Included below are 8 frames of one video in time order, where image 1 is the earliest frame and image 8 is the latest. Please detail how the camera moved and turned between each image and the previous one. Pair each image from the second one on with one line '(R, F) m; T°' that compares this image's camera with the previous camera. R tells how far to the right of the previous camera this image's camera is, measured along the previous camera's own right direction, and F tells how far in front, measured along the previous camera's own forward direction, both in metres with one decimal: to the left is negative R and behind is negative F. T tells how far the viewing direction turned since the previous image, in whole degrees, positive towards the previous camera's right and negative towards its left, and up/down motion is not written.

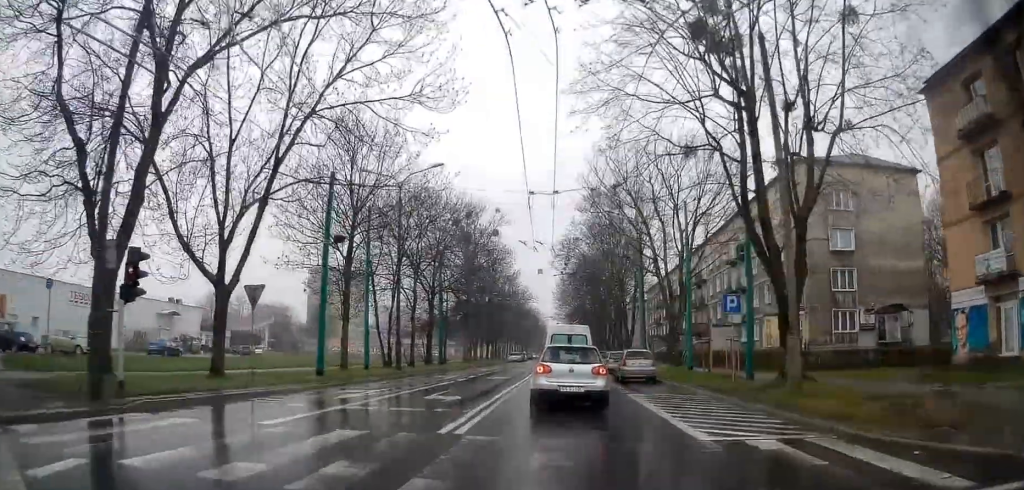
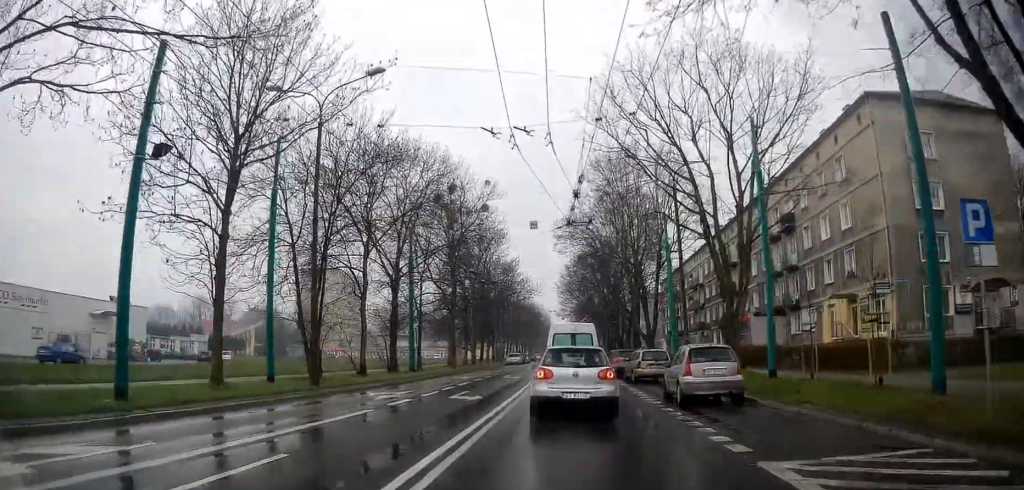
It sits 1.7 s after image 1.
(+0.5, +12.7) m; +3°
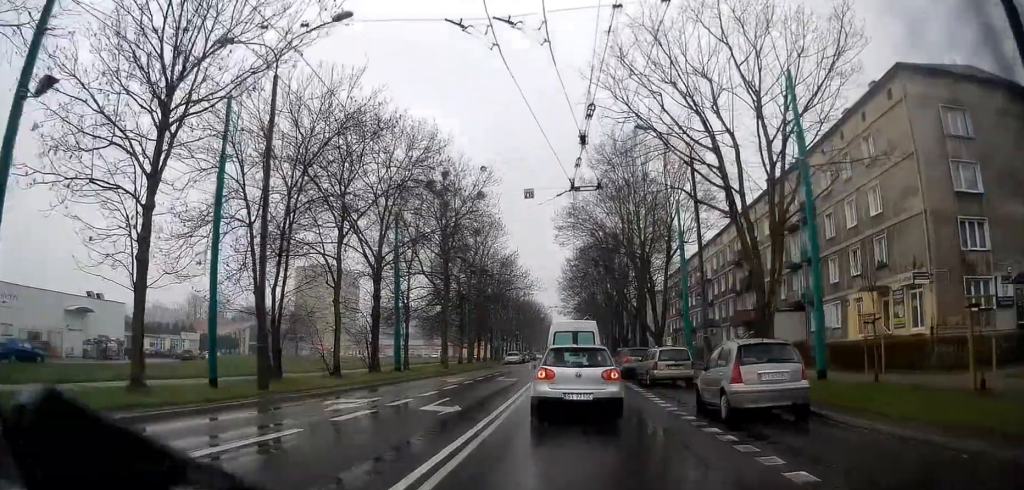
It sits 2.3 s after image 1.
(+0.1, +4.1) m; -2°
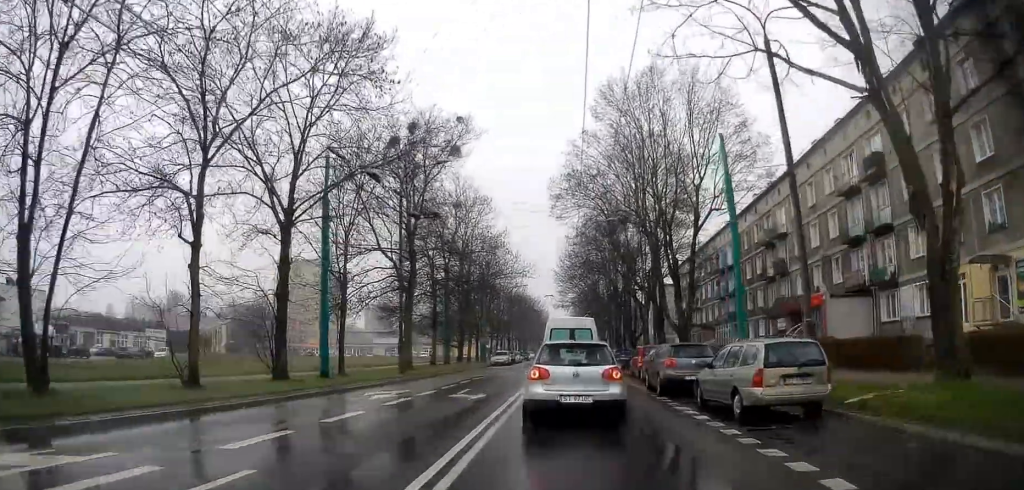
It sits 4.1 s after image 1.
(-0.5, +11.4) m; -2°
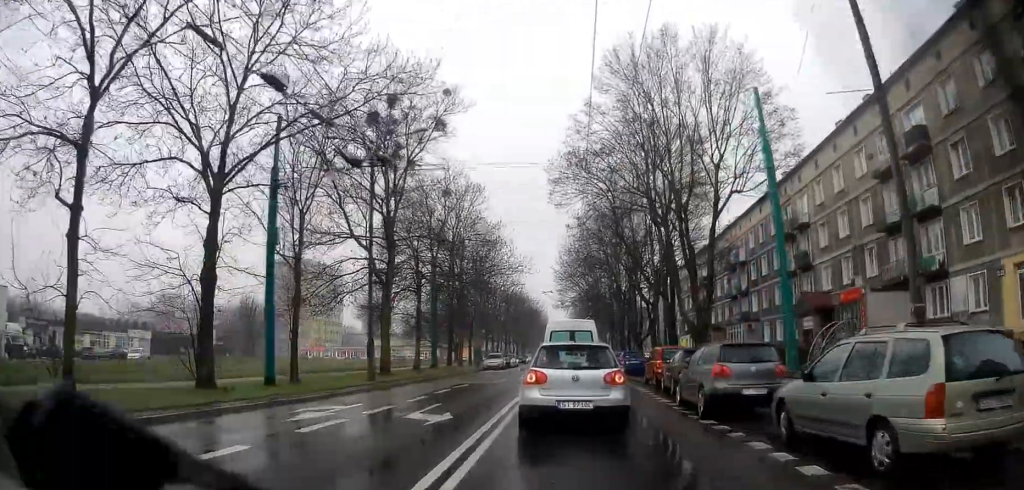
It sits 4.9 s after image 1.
(+0.1, +5.0) m; 0°
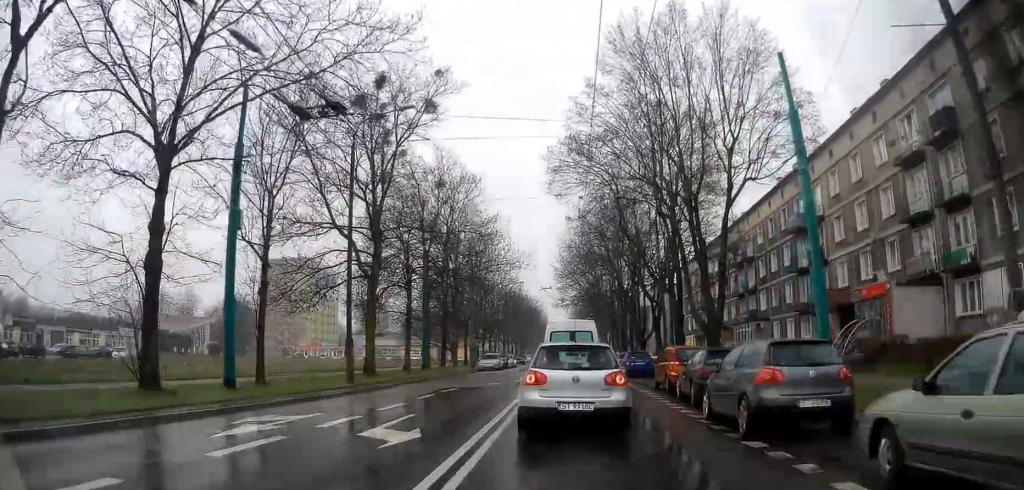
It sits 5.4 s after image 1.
(+0.1, +2.7) m; -1°
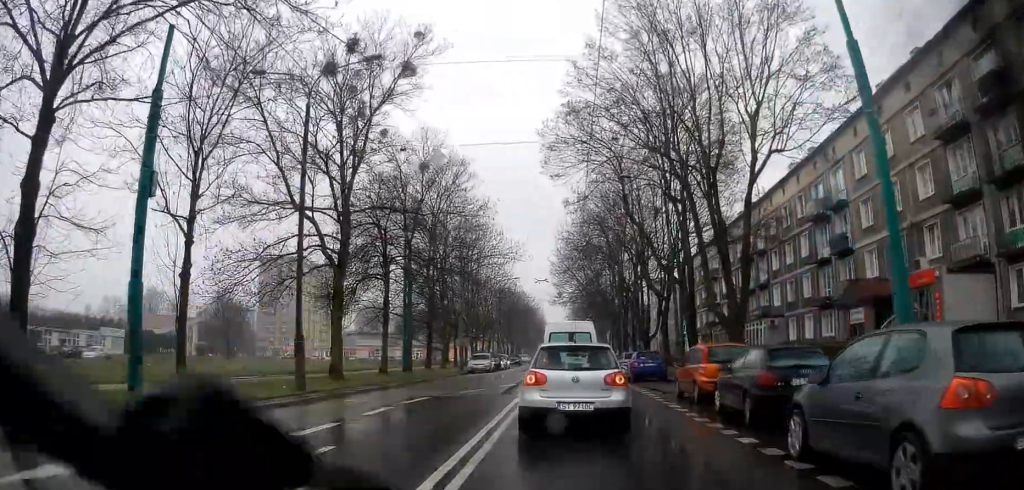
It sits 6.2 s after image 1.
(-0.2, +4.6) m; -1°
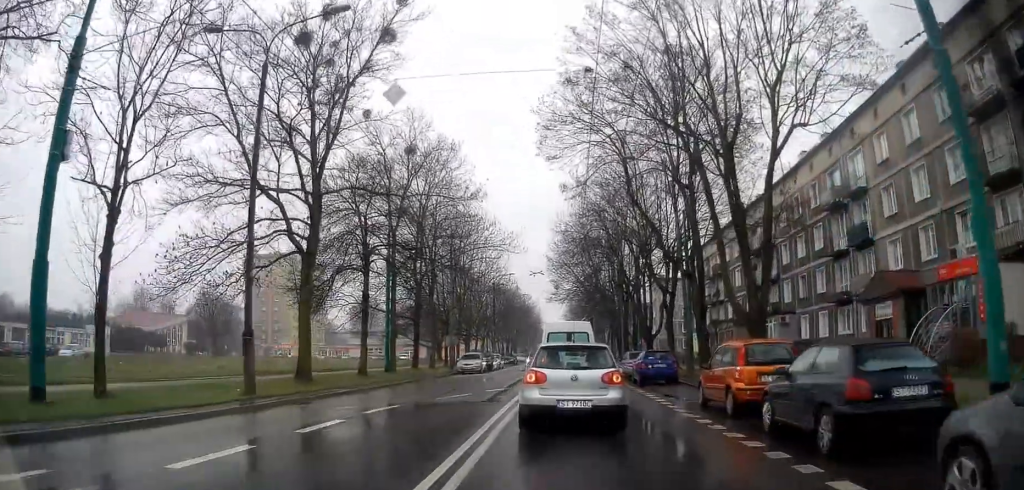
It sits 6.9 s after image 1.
(0.0, +3.4) m; 0°
